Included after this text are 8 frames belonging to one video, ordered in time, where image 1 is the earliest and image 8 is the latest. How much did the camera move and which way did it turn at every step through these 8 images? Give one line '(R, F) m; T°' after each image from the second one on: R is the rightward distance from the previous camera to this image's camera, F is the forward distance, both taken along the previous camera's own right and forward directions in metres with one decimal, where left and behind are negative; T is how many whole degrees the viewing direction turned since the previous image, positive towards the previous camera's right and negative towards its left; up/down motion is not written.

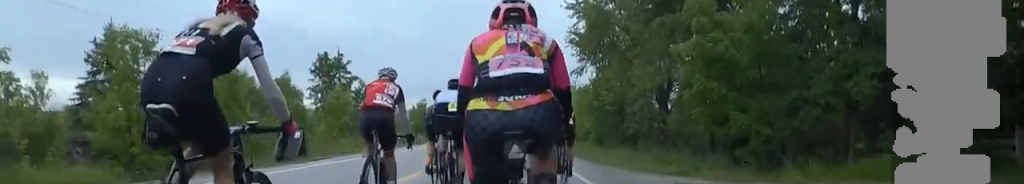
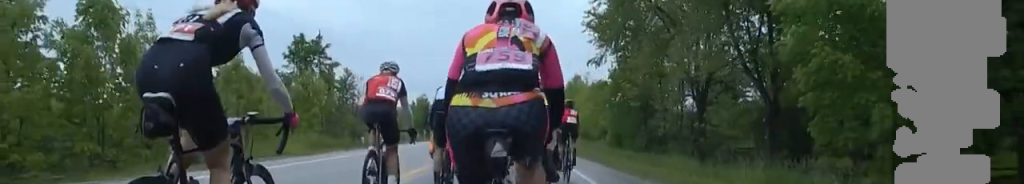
(0.0, +7.5) m; 0°
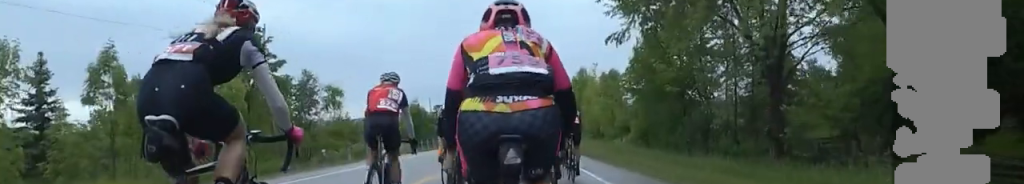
(-0.1, +10.2) m; 0°
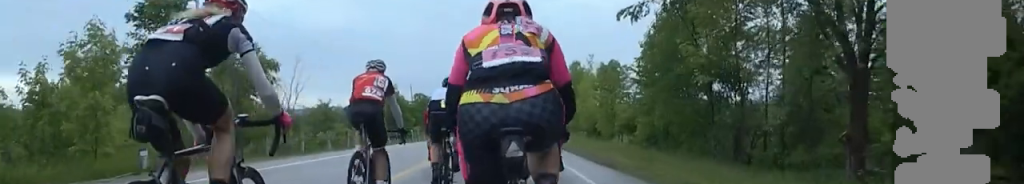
(+0.2, +7.1) m; 0°
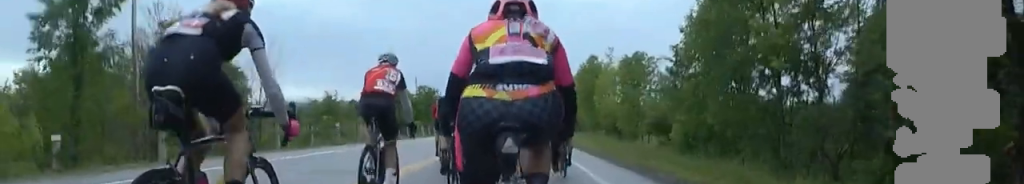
(-0.2, +6.4) m; -1°
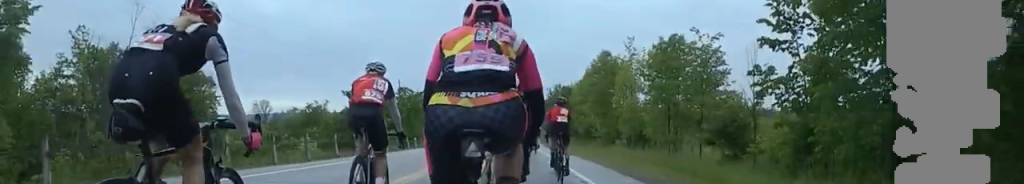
(-0.1, +12.7) m; +1°
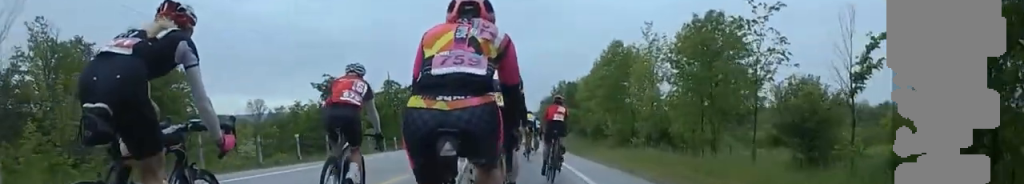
(+0.2, +7.5) m; 0°
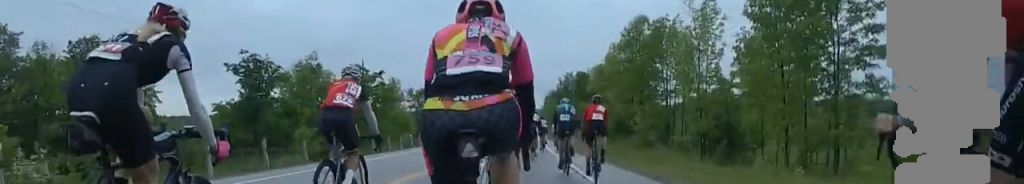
(-0.2, +12.4) m; -2°
